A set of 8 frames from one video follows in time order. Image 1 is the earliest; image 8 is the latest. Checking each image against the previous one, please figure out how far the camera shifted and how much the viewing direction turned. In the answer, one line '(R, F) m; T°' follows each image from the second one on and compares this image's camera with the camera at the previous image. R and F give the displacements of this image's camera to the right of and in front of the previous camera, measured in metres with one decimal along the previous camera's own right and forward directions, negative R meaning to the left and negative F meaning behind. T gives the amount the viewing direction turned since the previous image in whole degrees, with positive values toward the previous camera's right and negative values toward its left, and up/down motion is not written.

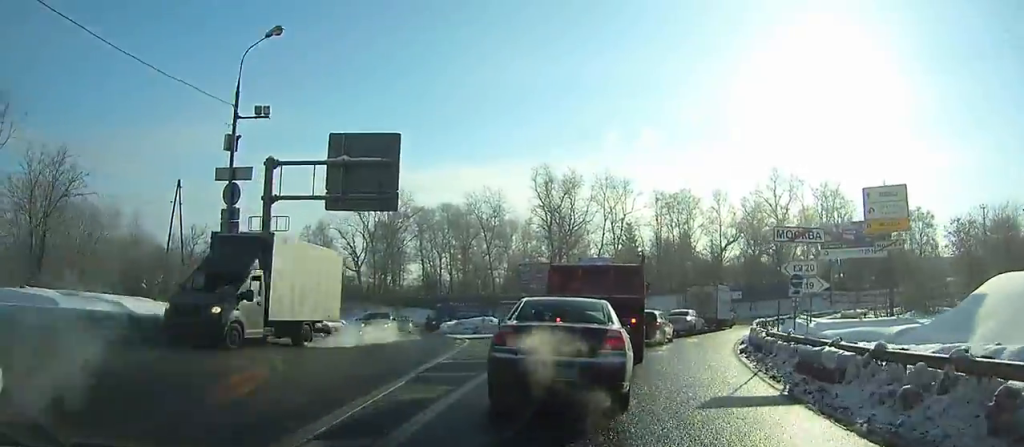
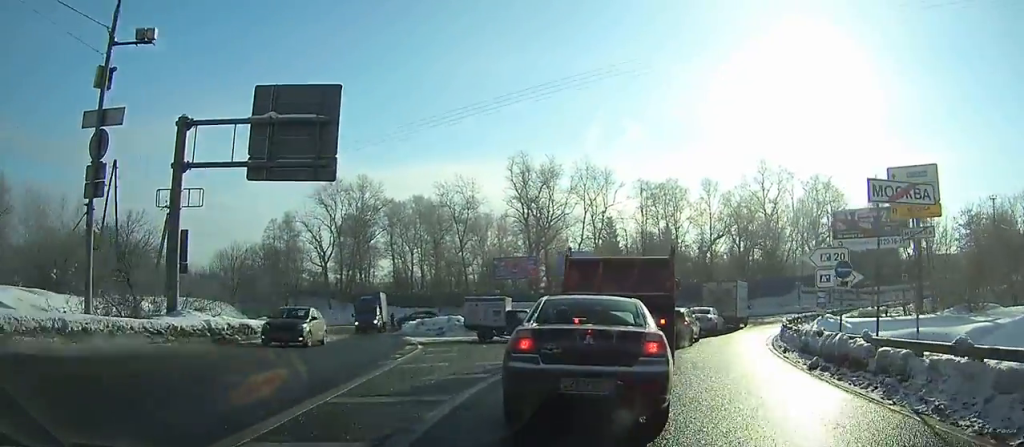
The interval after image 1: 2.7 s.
(0.0, +6.2) m; +1°
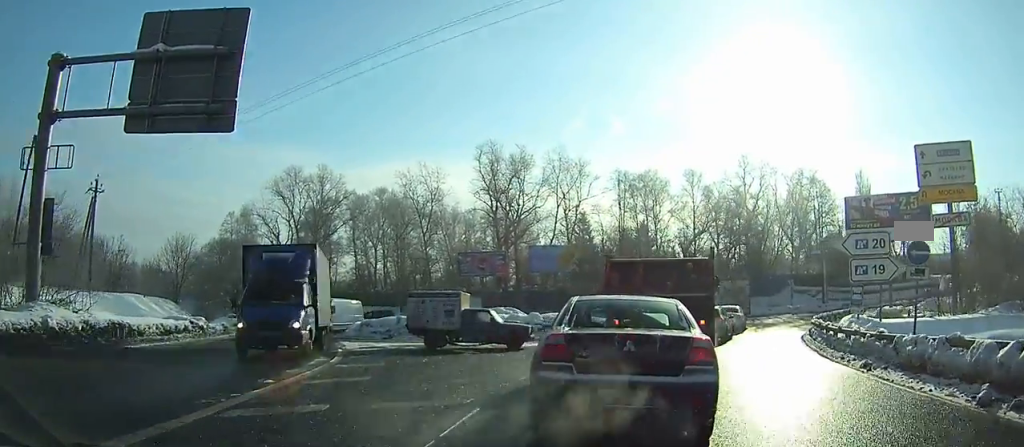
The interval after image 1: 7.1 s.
(+0.5, +8.3) m; +6°
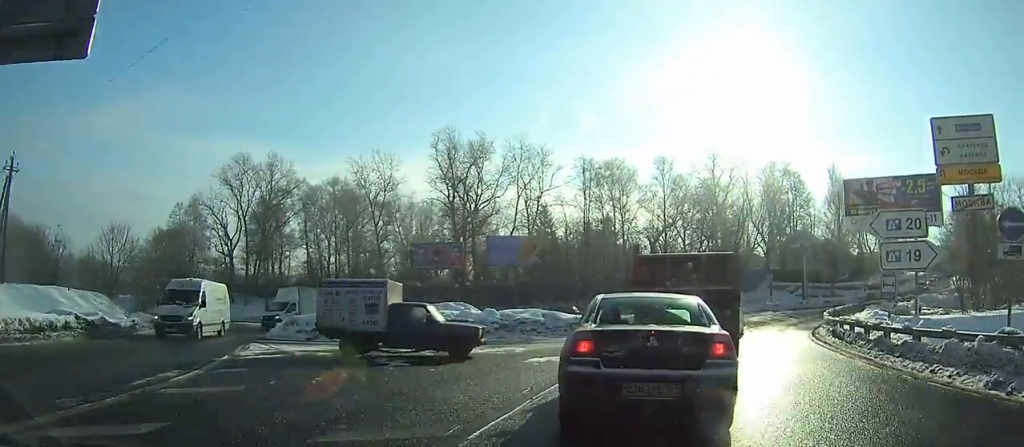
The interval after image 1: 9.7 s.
(+0.2, +4.9) m; +5°
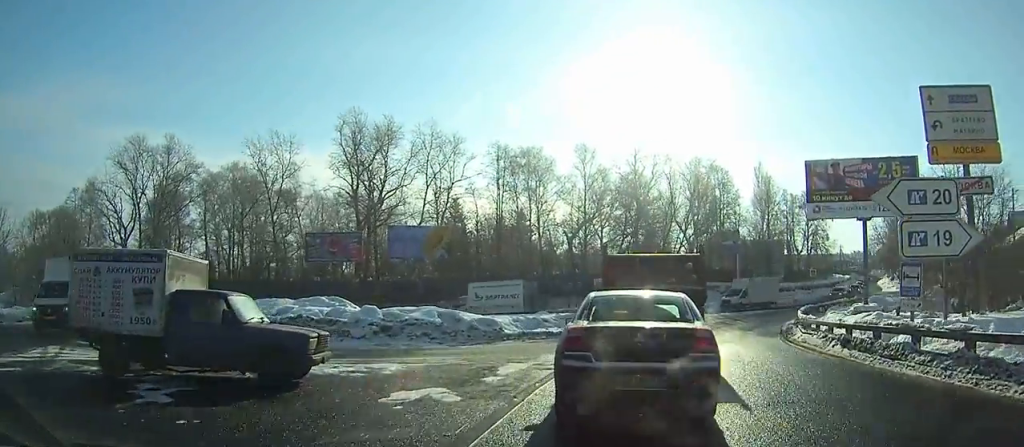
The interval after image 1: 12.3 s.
(+0.2, +5.1) m; +7°
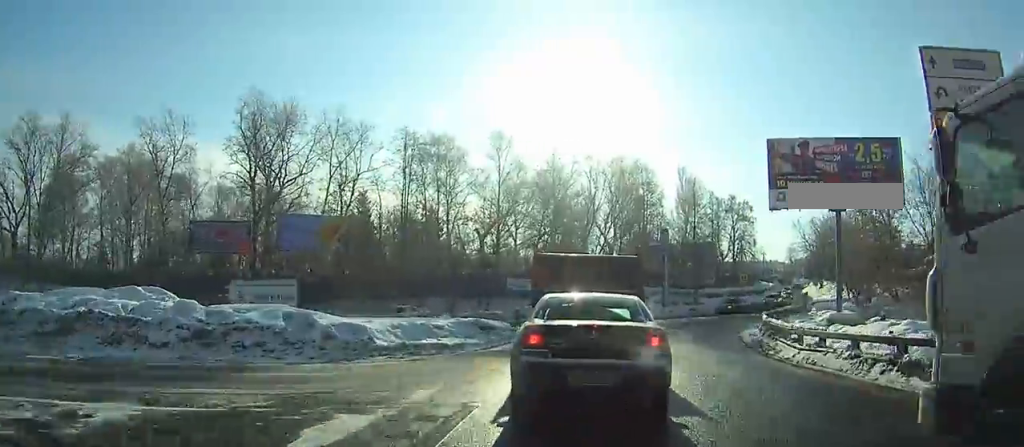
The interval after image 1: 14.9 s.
(+0.4, +5.4) m; +8°
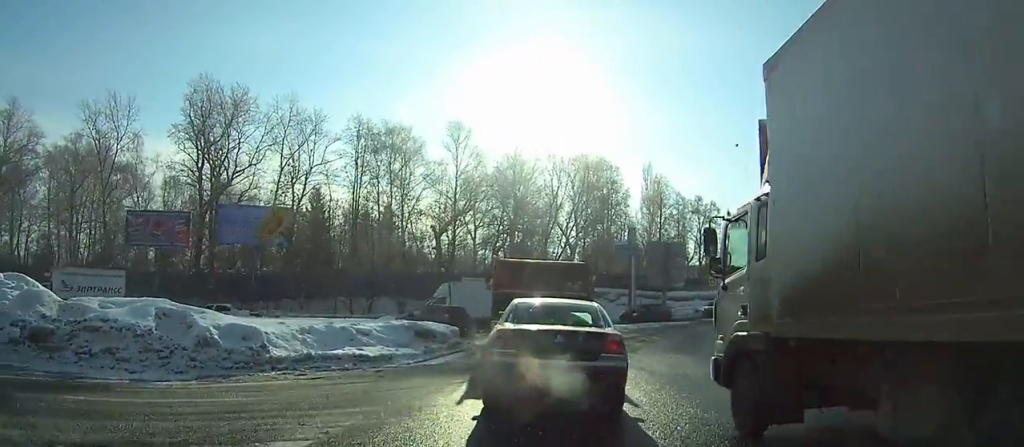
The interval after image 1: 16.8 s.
(+0.2, +4.2) m; +3°
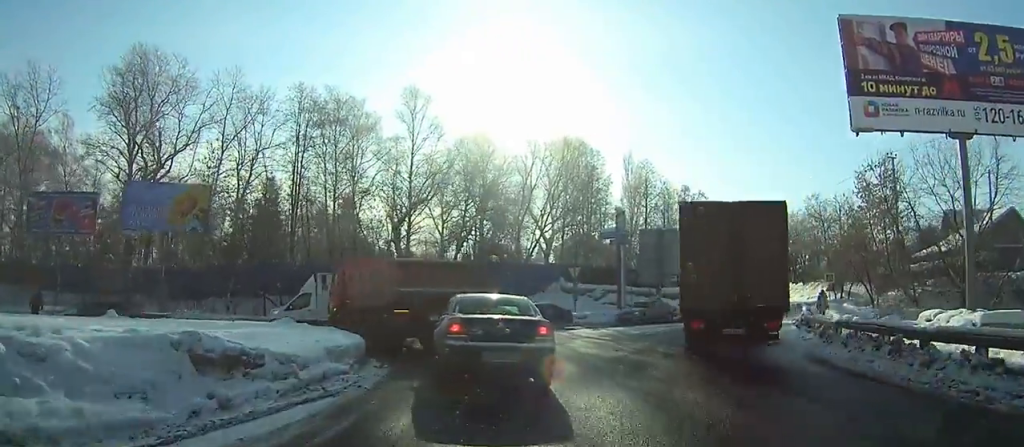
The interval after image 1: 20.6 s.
(+0.3, +9.1) m; 0°
